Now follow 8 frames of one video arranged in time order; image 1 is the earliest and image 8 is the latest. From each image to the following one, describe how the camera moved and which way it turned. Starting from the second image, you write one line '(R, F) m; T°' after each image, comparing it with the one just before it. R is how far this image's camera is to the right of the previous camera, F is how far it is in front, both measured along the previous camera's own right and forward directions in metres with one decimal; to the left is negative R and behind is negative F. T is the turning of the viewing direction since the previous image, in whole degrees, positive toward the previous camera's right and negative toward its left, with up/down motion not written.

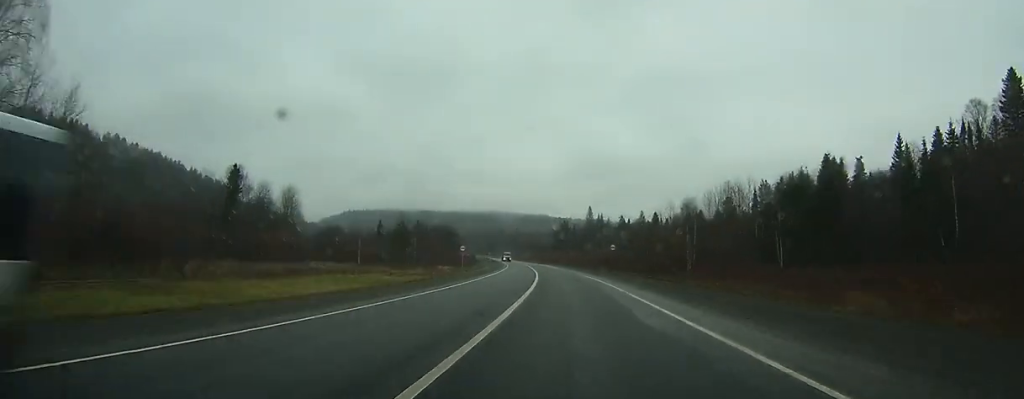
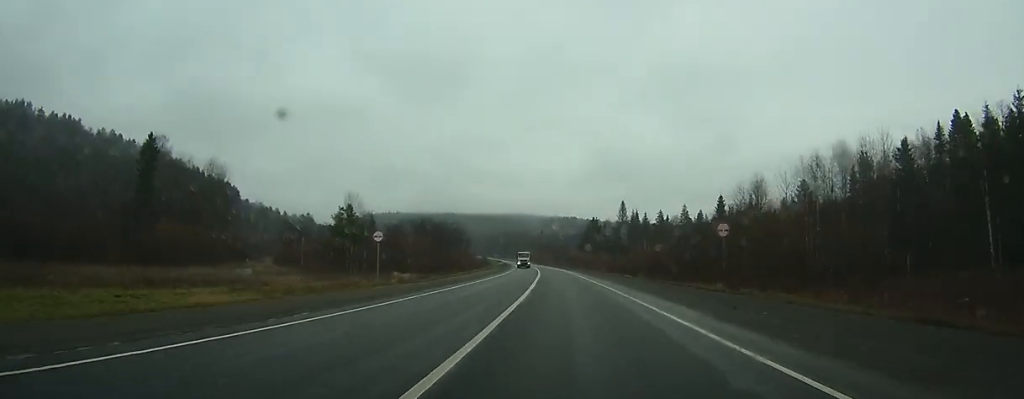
(-1.0, +43.3) m; -2°
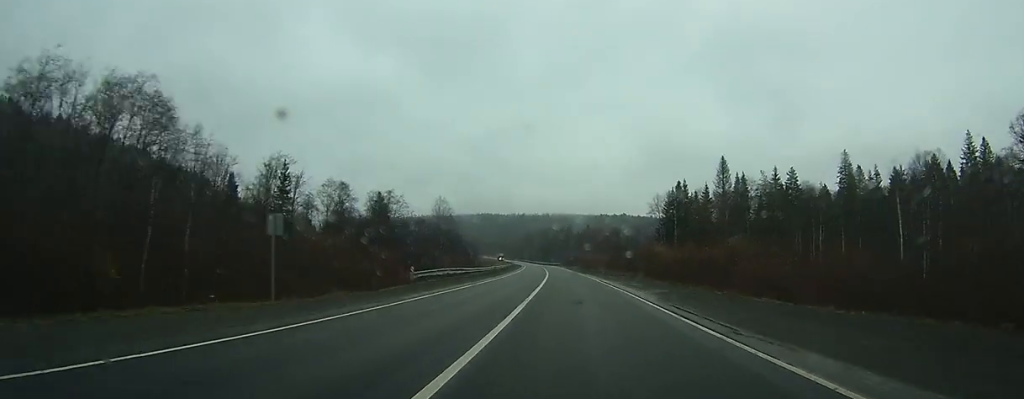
(-4.7, +112.0) m; -4°
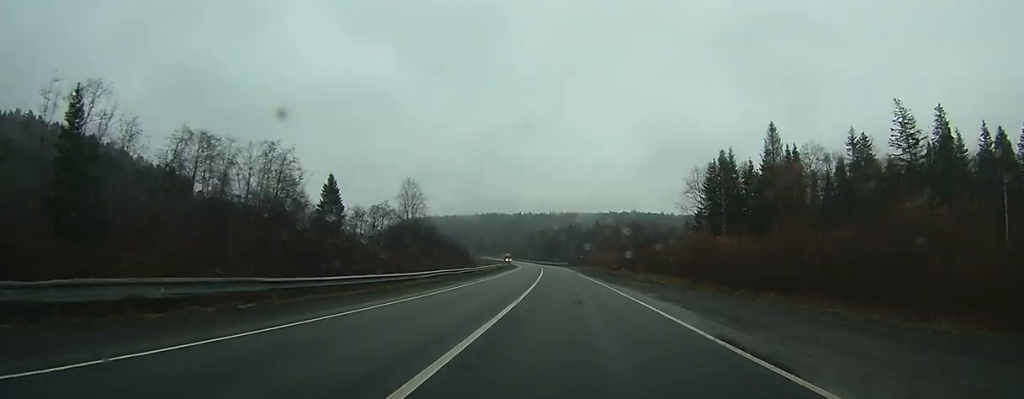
(-0.4, +35.0) m; -1°
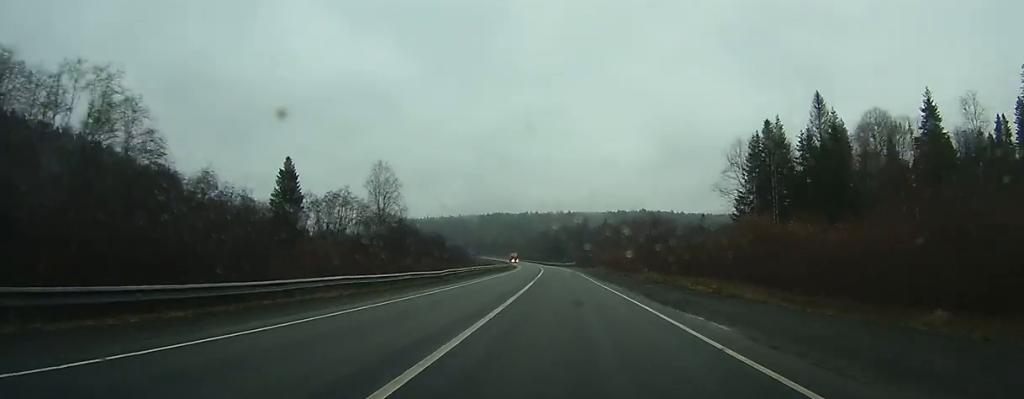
(0.0, +21.1) m; -1°
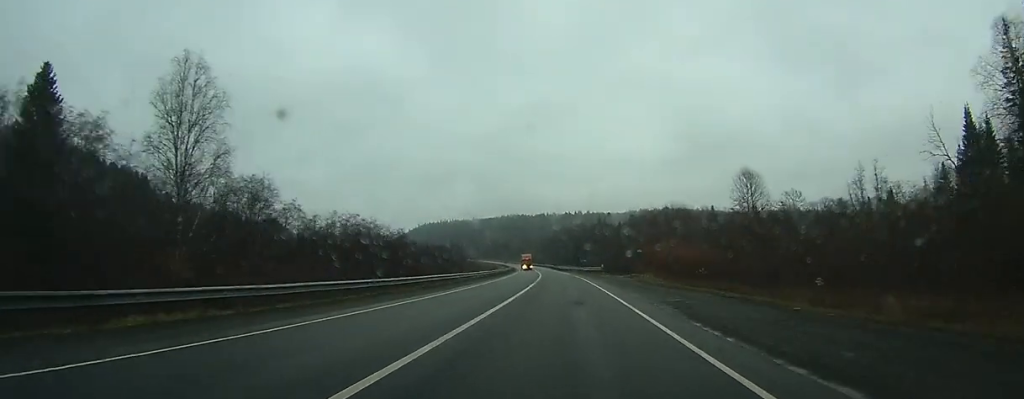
(-0.7, +53.4) m; -2°
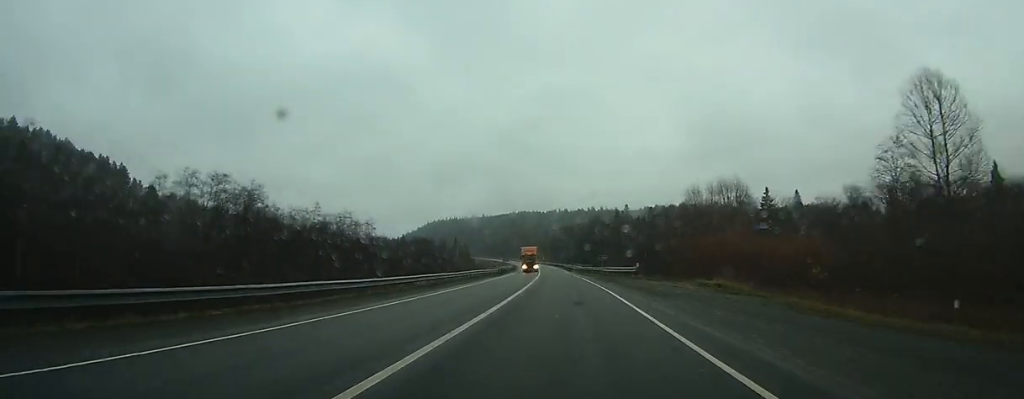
(-0.5, +32.3) m; -1°
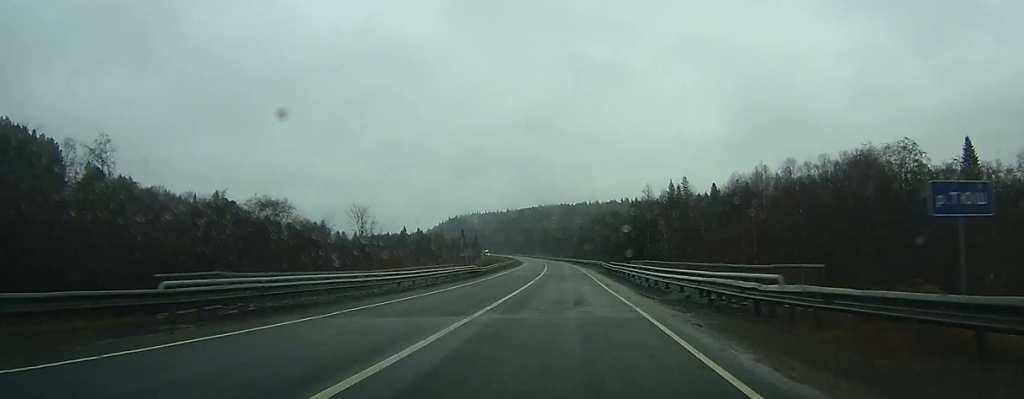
(-2.0, +79.2) m; -3°
